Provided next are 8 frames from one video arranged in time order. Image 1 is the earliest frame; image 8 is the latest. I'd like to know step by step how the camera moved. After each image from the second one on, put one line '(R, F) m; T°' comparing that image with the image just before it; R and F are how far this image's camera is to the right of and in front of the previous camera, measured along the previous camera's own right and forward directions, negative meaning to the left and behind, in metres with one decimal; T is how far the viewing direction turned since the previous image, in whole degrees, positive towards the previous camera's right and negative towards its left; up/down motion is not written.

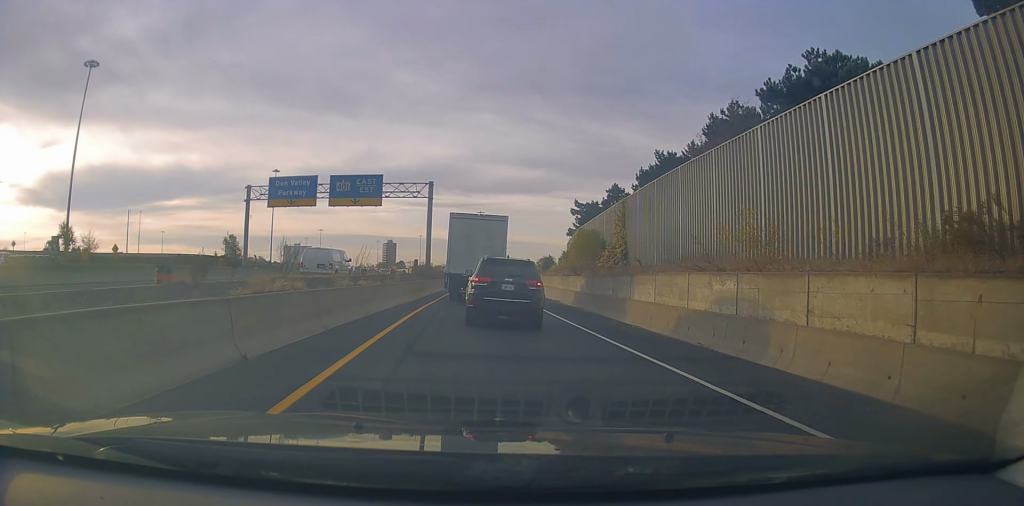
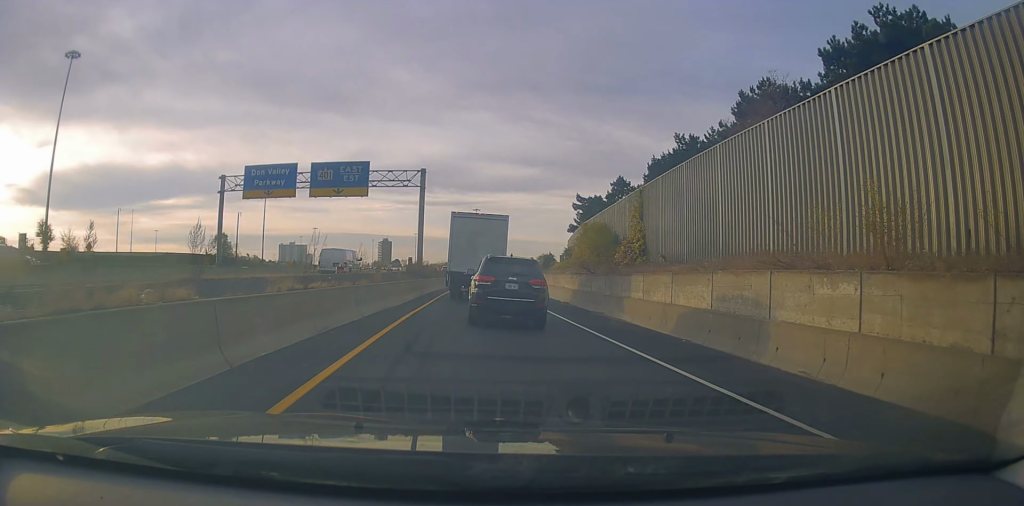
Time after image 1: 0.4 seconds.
(0.0, +4.7) m; 0°
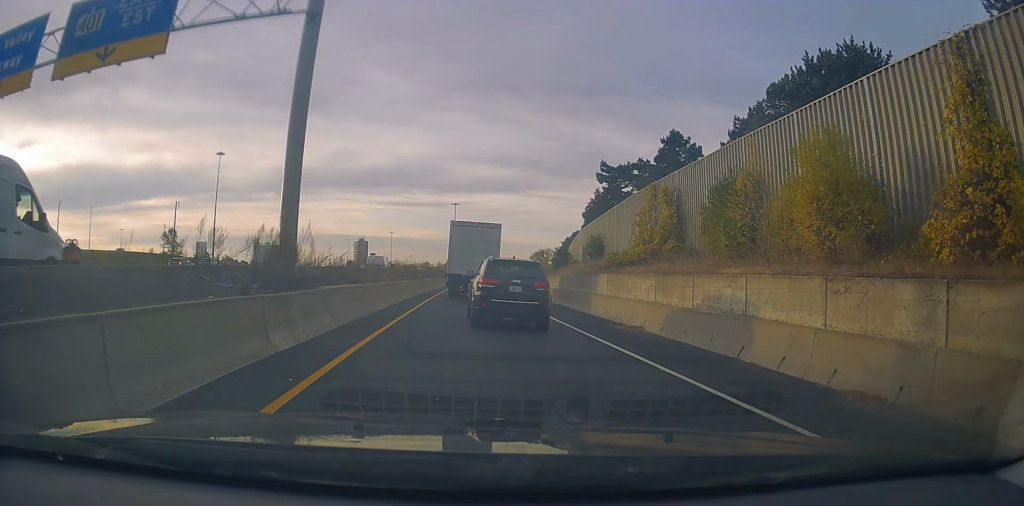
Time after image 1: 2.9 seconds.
(+1.1, +26.5) m; +4°
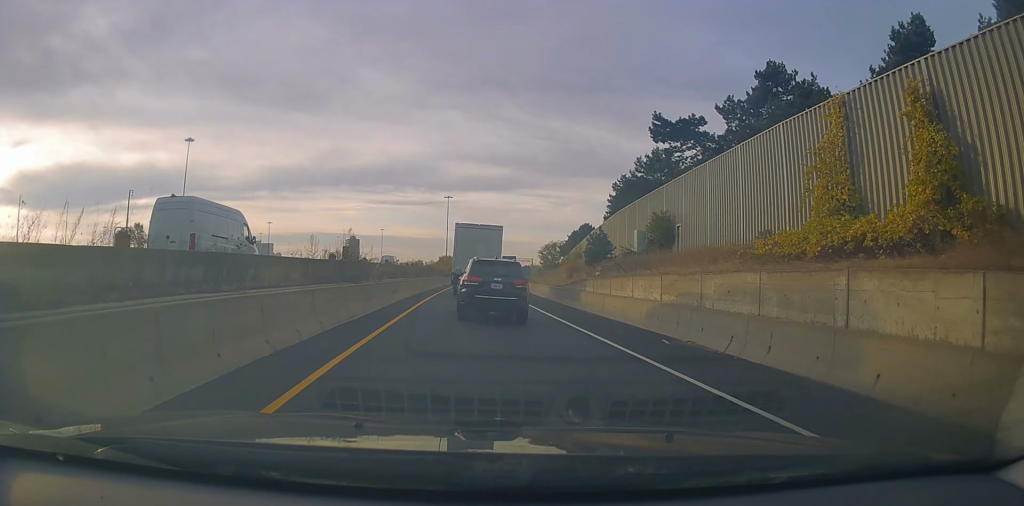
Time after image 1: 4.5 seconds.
(0.0, +17.8) m; 0°
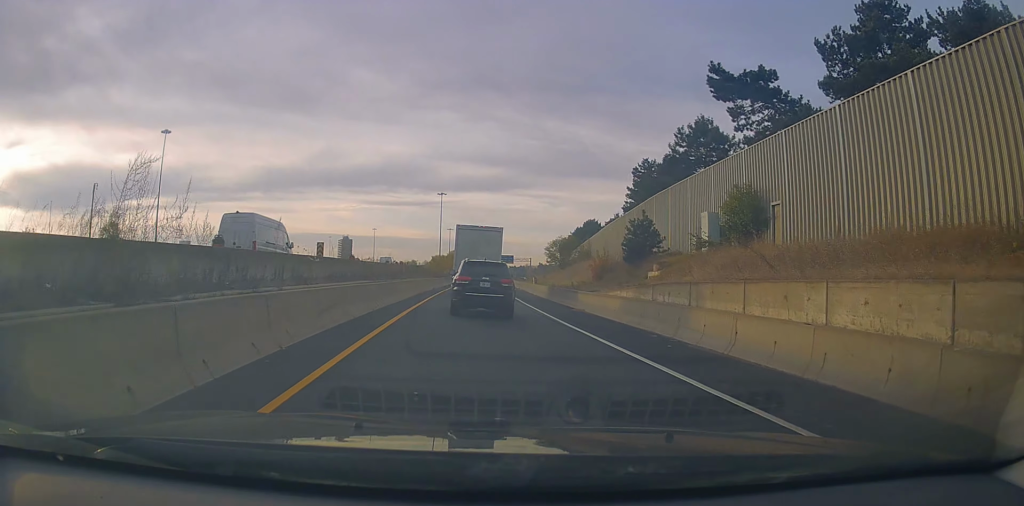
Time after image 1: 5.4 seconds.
(-0.1, +10.9) m; +1°
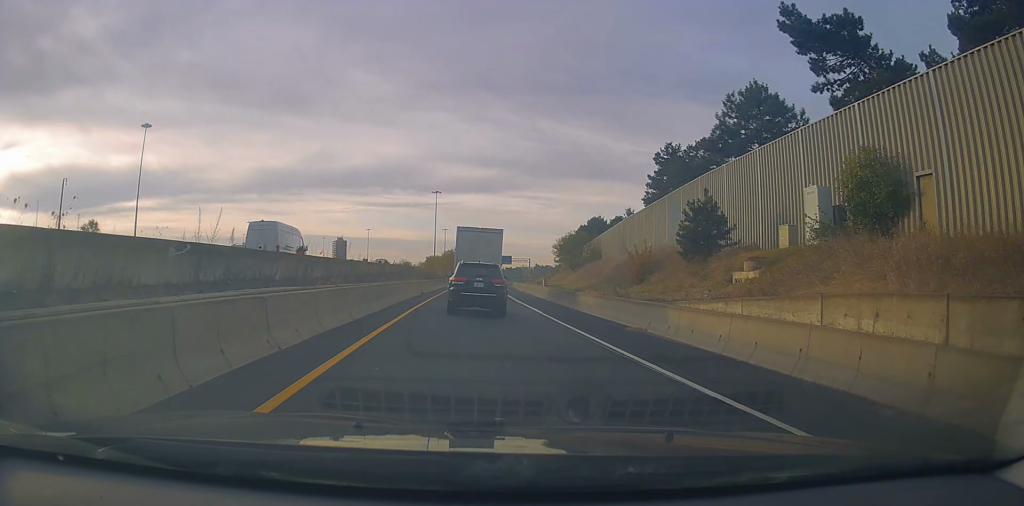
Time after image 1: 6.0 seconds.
(+0.1, +8.5) m; 0°
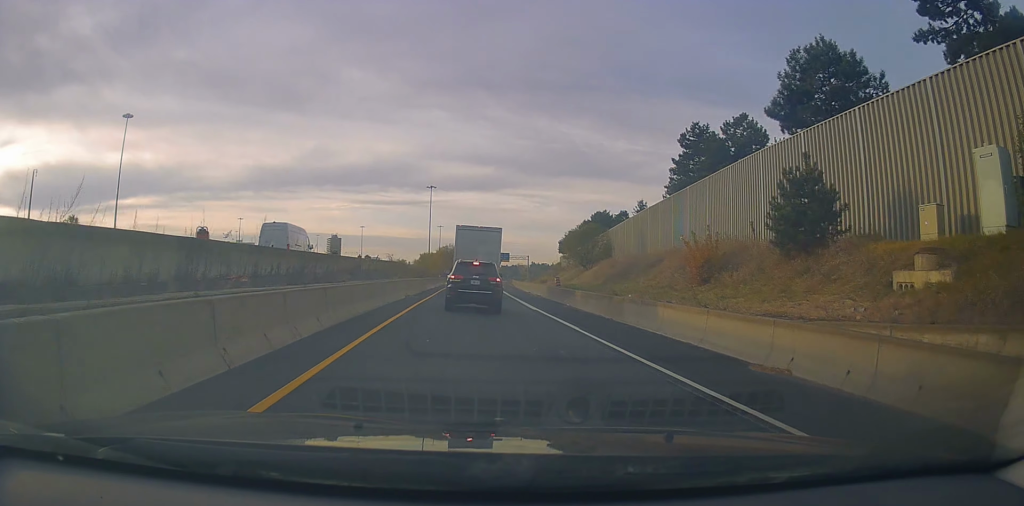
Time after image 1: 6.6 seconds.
(+0.2, +7.8) m; 0°
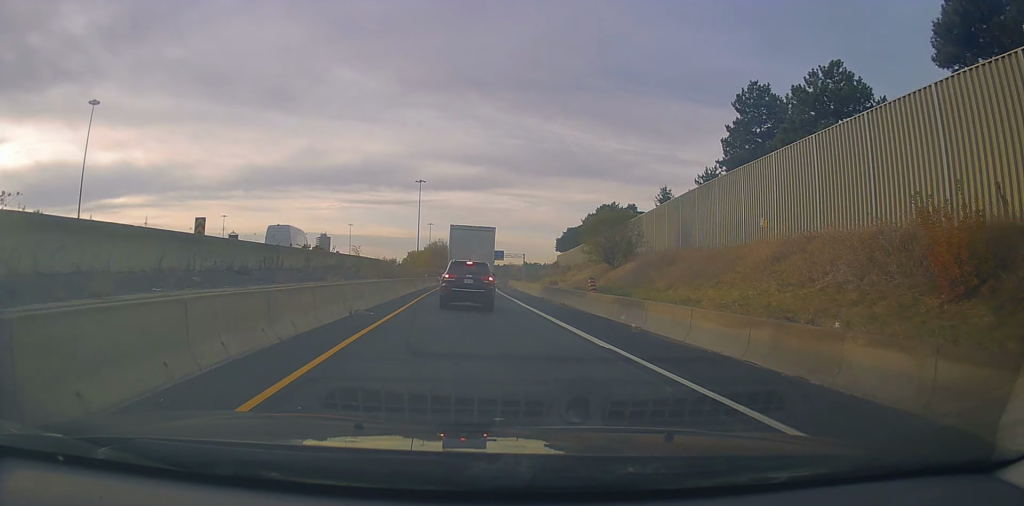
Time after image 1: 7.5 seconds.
(-0.4, +11.6) m; 0°
